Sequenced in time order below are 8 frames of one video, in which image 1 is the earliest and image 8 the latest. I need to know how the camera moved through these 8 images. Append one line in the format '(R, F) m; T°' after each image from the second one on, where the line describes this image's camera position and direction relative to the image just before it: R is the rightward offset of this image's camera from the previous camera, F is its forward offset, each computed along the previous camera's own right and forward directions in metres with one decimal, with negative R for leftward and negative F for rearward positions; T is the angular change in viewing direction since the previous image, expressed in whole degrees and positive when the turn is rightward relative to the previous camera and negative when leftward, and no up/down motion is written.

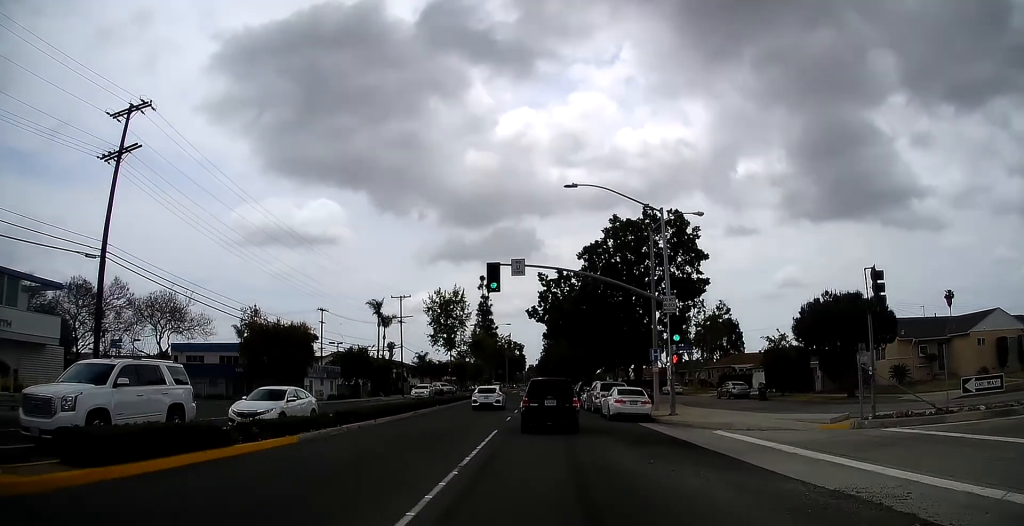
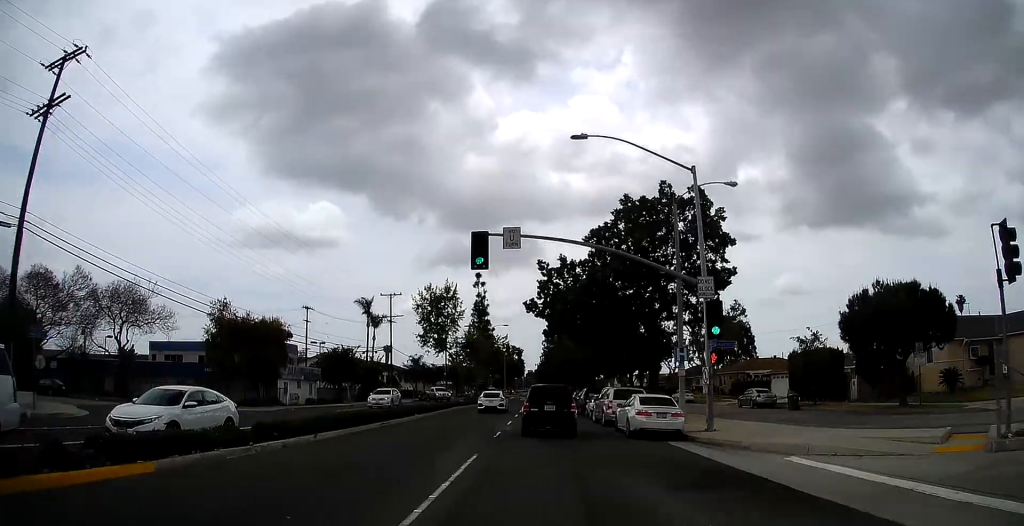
(0.0, +5.4) m; 0°
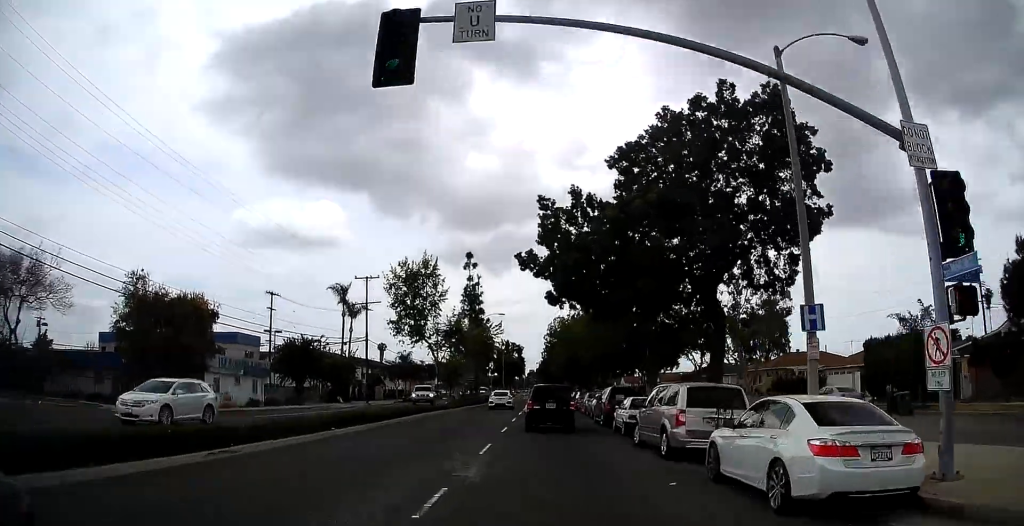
(0.0, +11.6) m; 0°
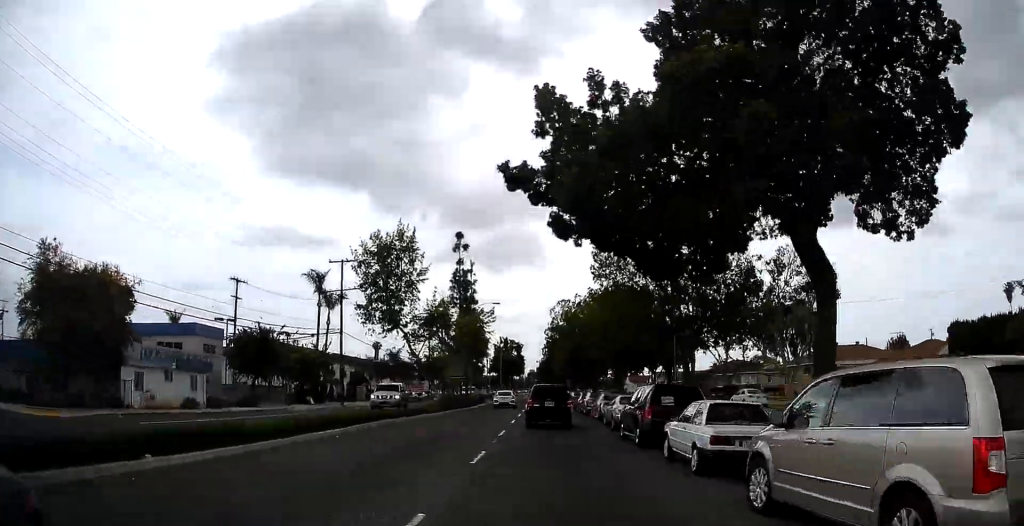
(0.0, +8.8) m; 0°
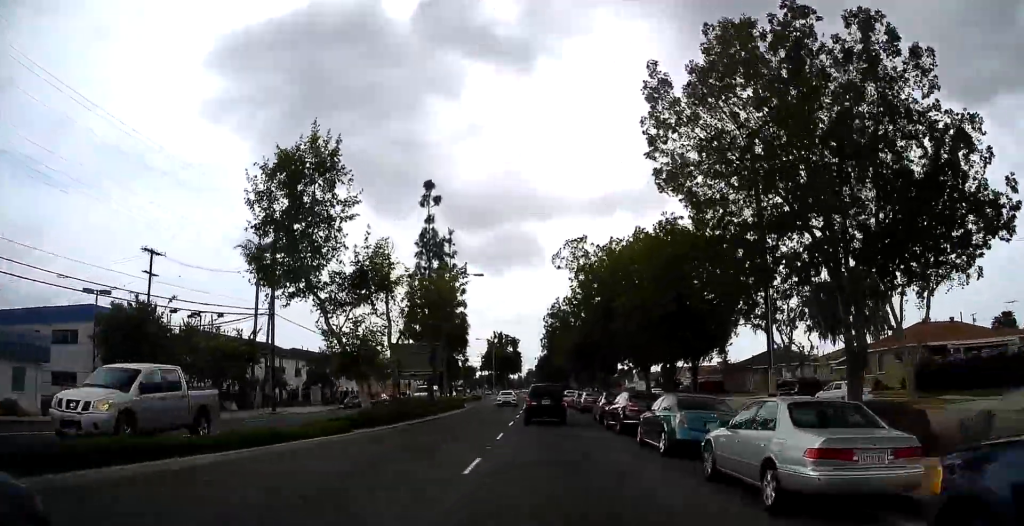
(0.0, +15.6) m; 0°
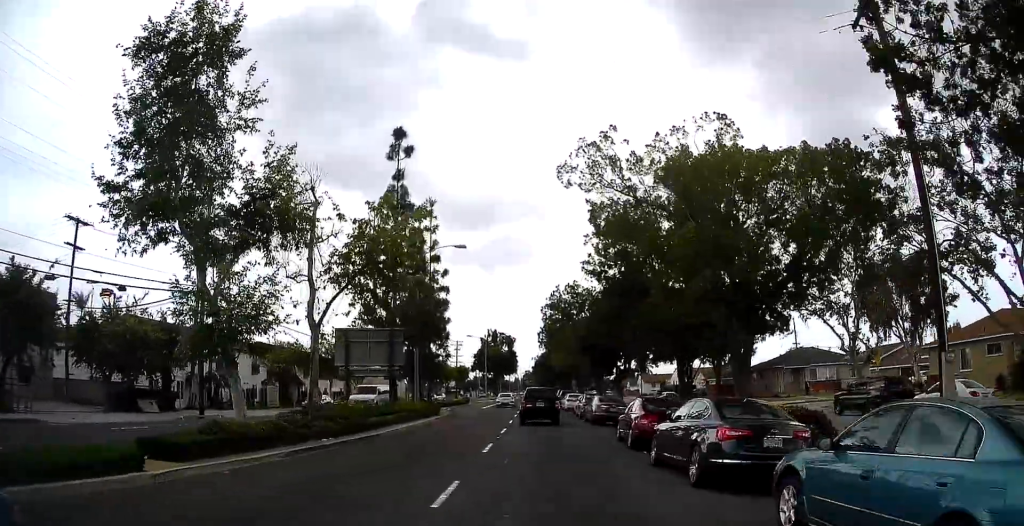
(0.0, +9.8) m; 0°
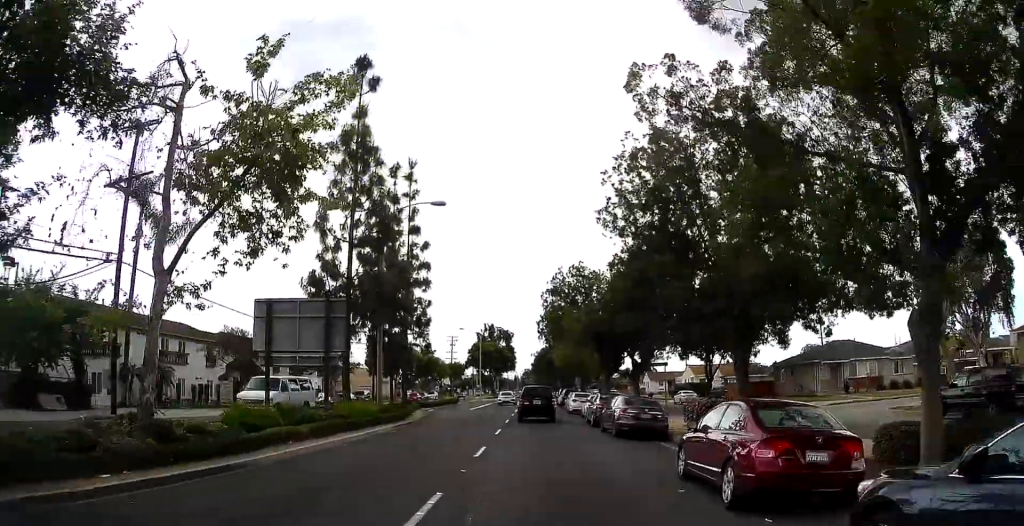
(0.0, +8.5) m; 0°
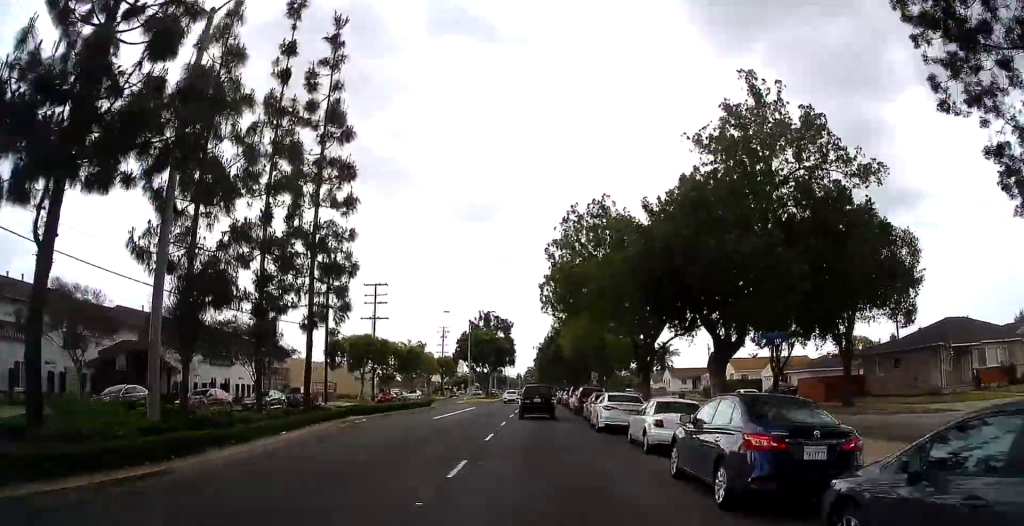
(0.0, +17.9) m; 0°
